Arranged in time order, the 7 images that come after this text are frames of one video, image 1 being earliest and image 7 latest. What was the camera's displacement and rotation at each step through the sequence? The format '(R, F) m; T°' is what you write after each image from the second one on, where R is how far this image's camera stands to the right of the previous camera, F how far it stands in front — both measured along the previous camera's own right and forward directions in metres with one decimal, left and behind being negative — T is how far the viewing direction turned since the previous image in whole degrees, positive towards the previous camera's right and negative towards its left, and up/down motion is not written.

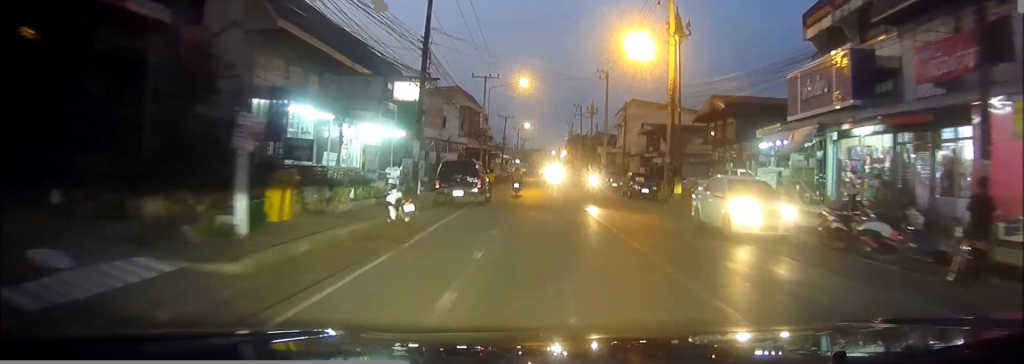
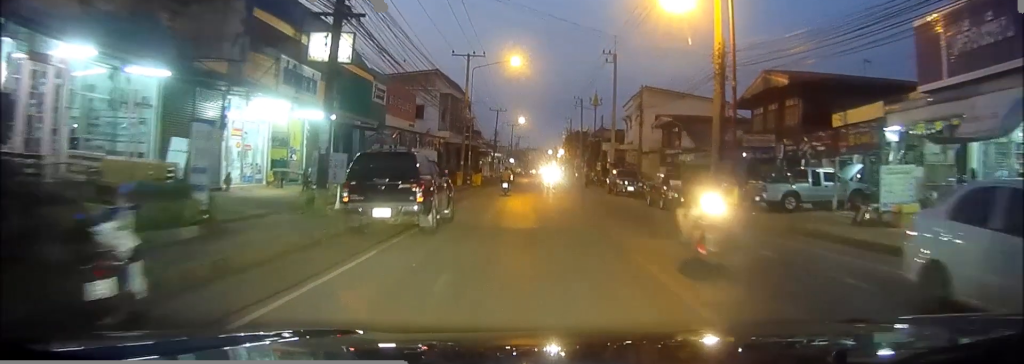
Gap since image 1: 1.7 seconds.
(0.0, +12.4) m; 0°
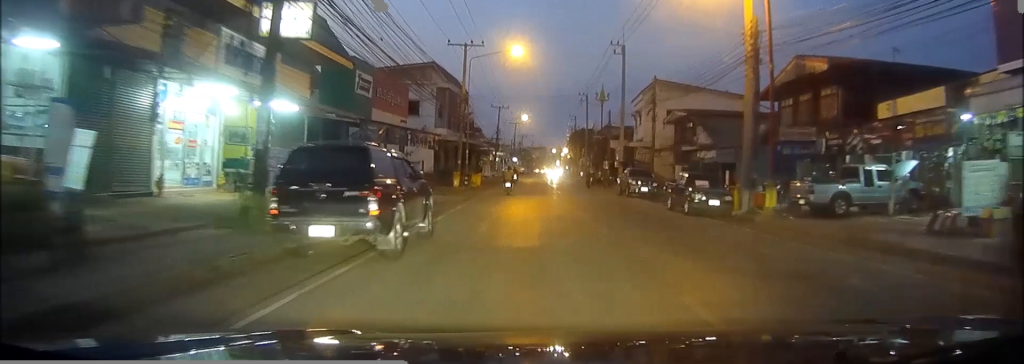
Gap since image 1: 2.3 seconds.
(0.0, +4.2) m; 0°
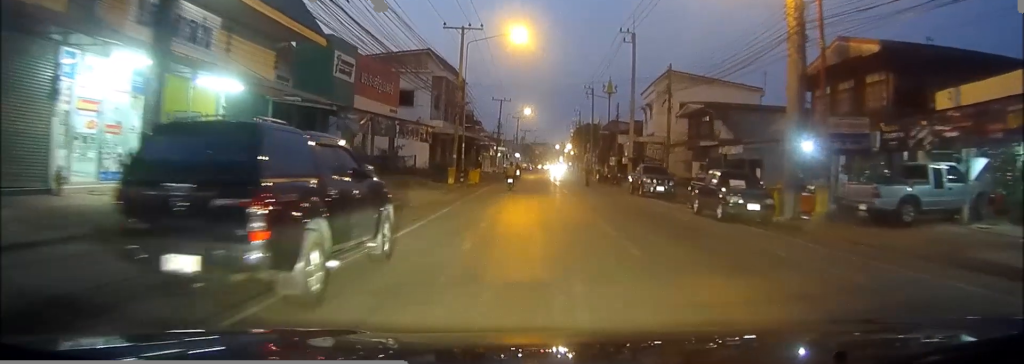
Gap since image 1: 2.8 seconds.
(0.0, +4.2) m; 0°
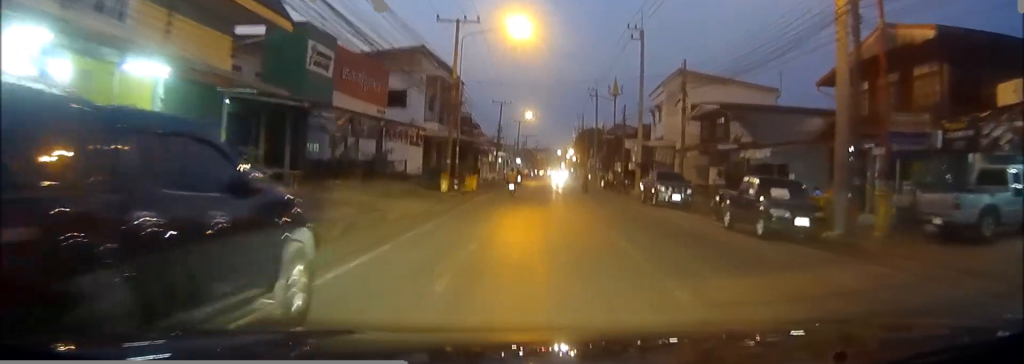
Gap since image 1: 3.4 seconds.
(0.0, +4.0) m; +1°
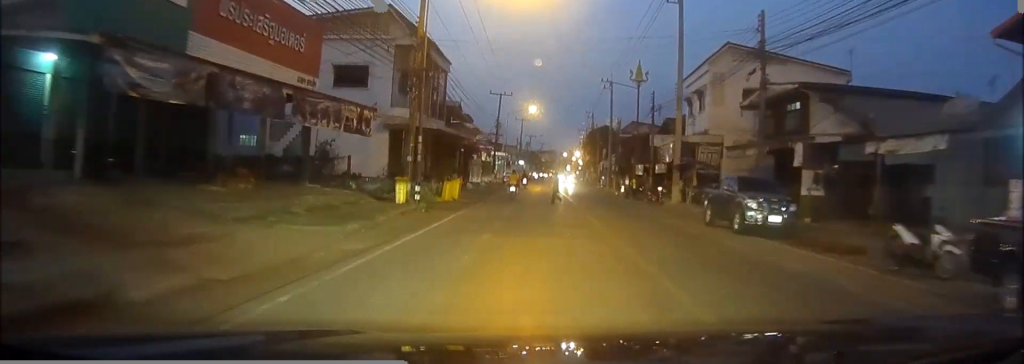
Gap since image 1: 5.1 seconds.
(+0.2, +13.2) m; +2°
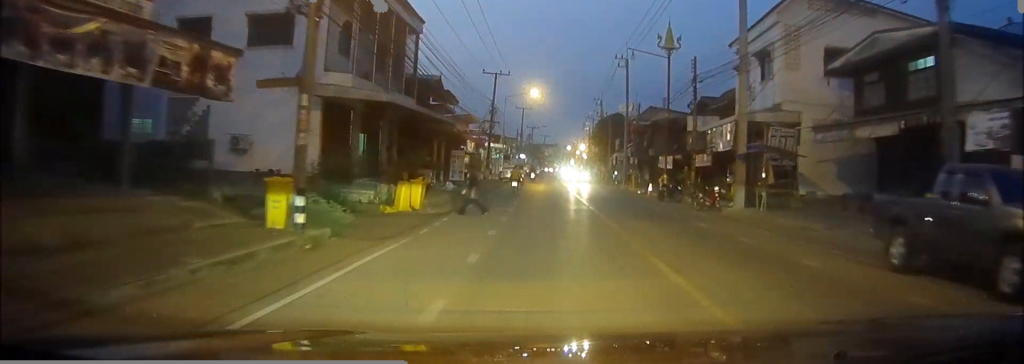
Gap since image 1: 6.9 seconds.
(+0.2, +13.3) m; 0°
